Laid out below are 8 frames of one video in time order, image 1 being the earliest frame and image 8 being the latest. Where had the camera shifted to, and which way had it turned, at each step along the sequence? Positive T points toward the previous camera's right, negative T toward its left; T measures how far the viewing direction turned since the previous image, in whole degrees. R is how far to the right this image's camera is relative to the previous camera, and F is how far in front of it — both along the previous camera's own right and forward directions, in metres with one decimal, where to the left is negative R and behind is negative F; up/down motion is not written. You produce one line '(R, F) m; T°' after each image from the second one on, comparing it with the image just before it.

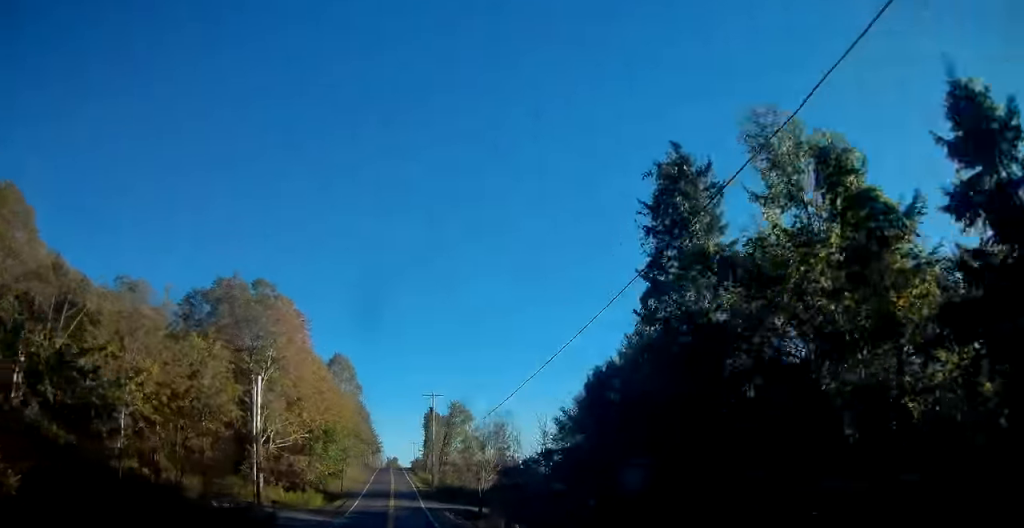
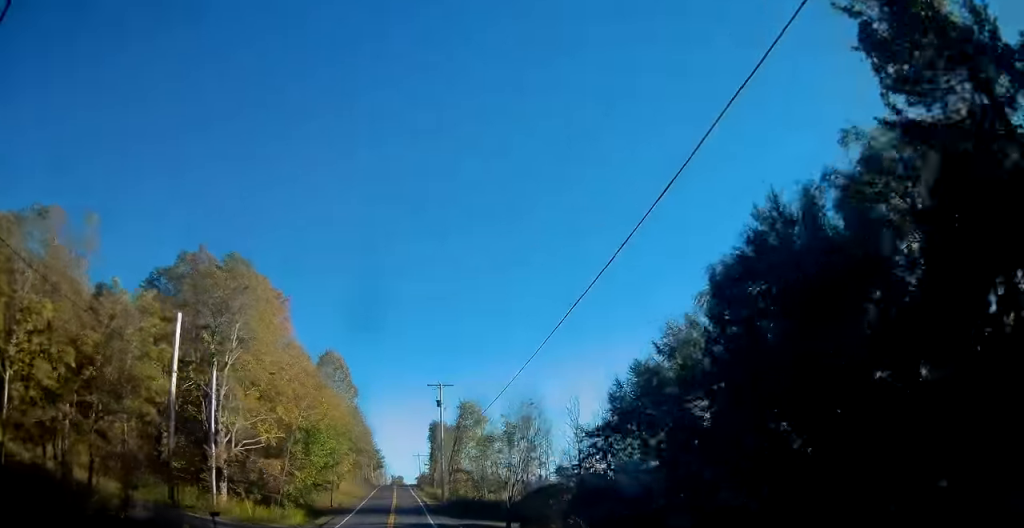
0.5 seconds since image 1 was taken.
(-0.1, +12.7) m; -1°
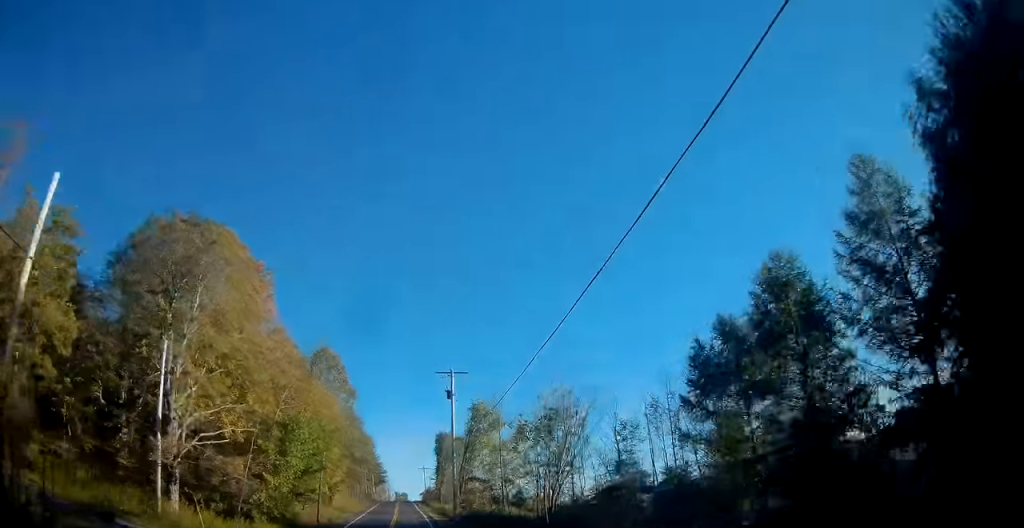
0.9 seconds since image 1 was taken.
(-0.1, +10.3) m; 0°
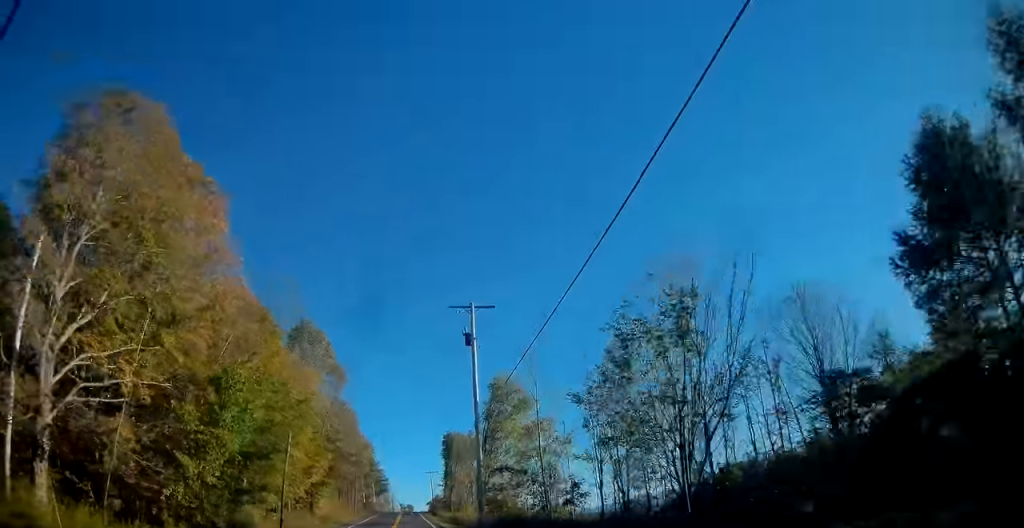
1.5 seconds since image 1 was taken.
(-0.1, +14.7) m; 0°
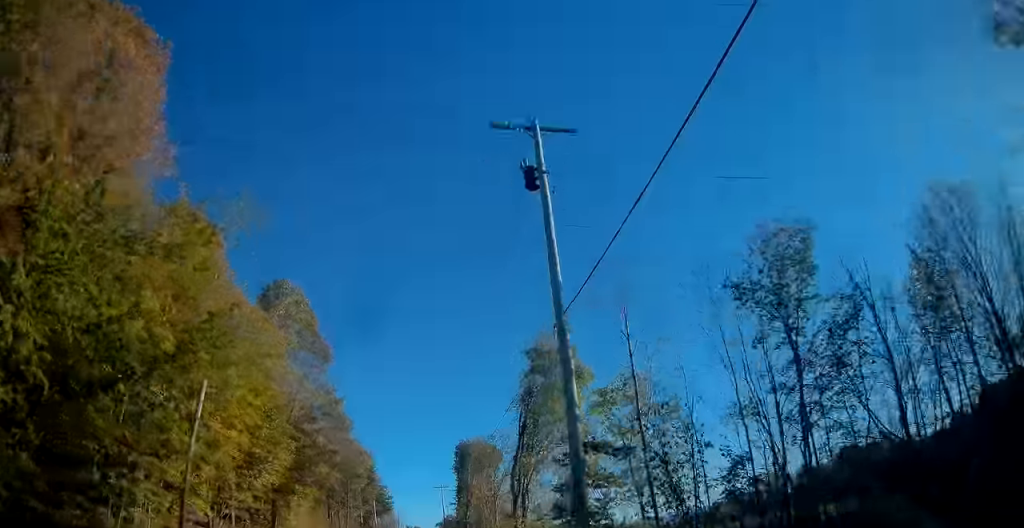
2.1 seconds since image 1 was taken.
(-0.1, +15.6) m; -1°
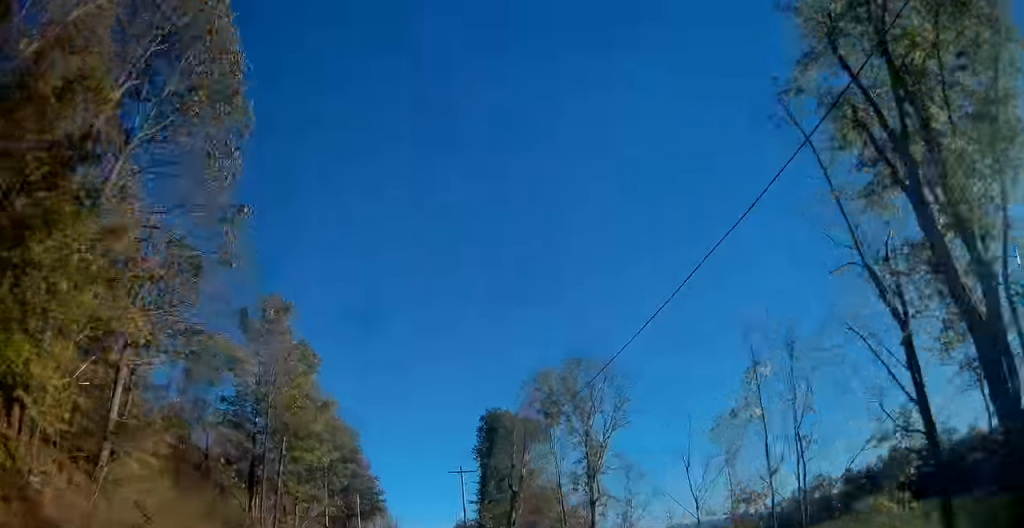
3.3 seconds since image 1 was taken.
(-0.4, +31.8) m; -1°
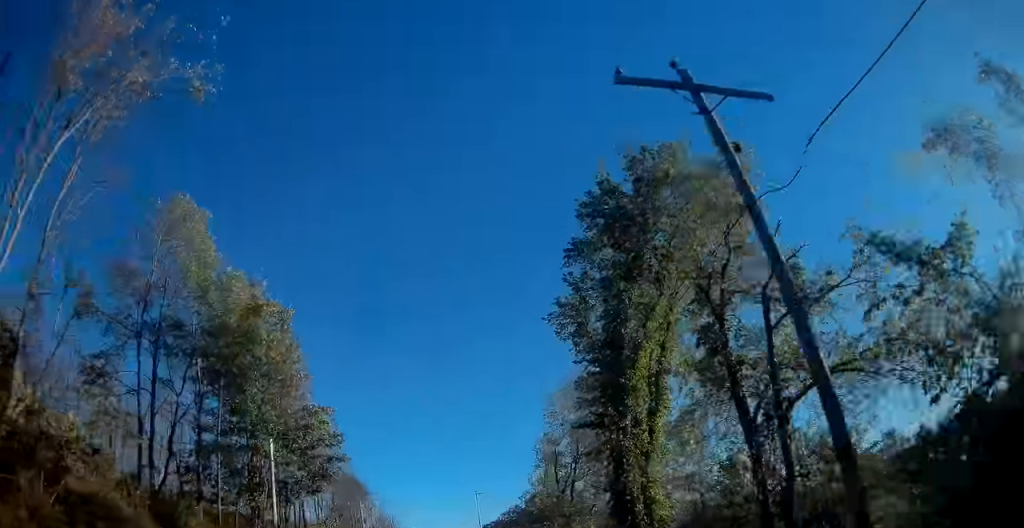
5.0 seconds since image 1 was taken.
(-0.1, +43.3) m; -1°
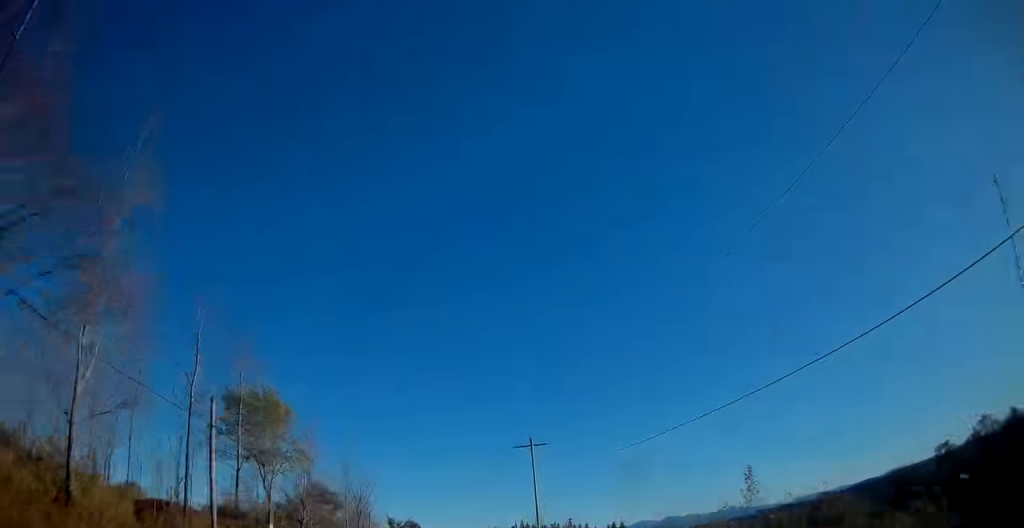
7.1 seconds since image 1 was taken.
(+0.2, +49.0) m; +1°
